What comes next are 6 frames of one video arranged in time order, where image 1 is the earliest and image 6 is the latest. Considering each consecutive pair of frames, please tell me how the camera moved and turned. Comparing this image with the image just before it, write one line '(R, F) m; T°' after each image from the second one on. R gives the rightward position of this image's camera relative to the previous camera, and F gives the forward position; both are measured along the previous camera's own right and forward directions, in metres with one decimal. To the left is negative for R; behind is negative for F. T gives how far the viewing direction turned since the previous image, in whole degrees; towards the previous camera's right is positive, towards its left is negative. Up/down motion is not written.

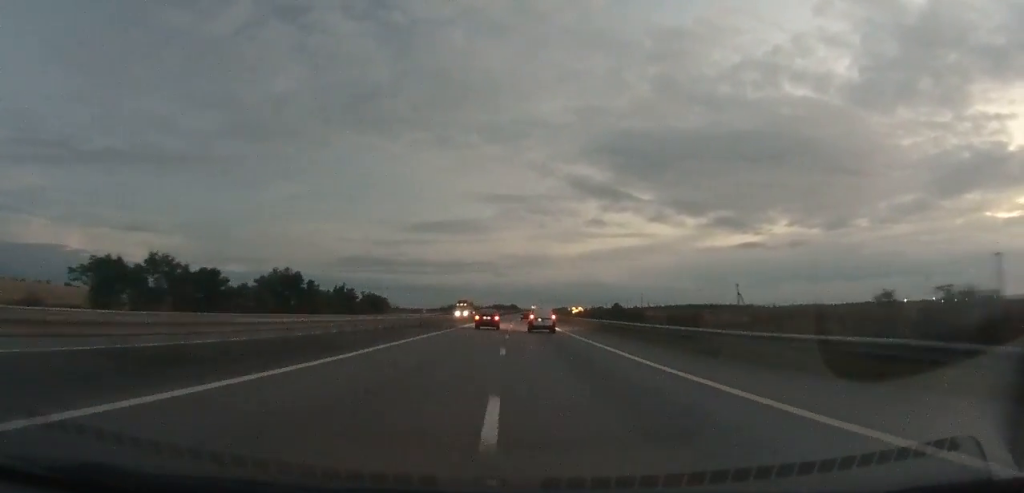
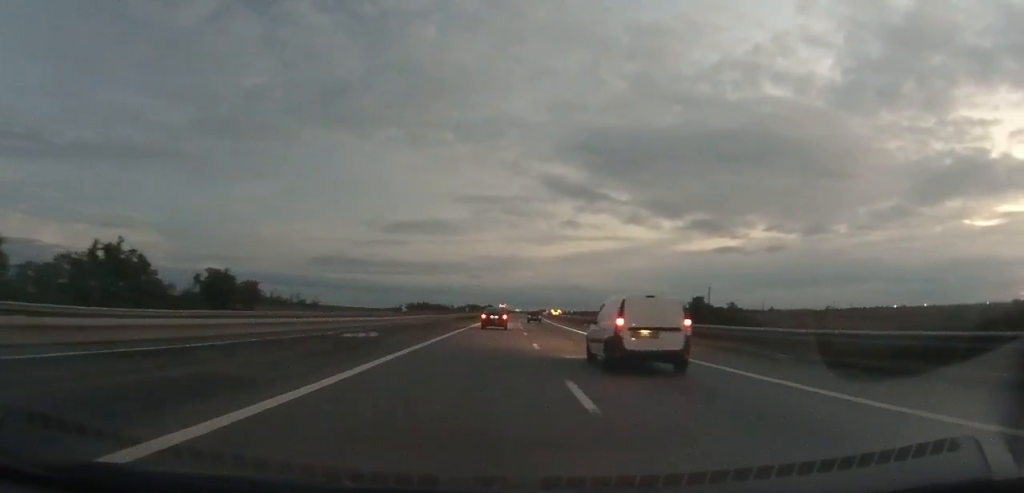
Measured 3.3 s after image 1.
(+1.2, +94.5) m; +2°
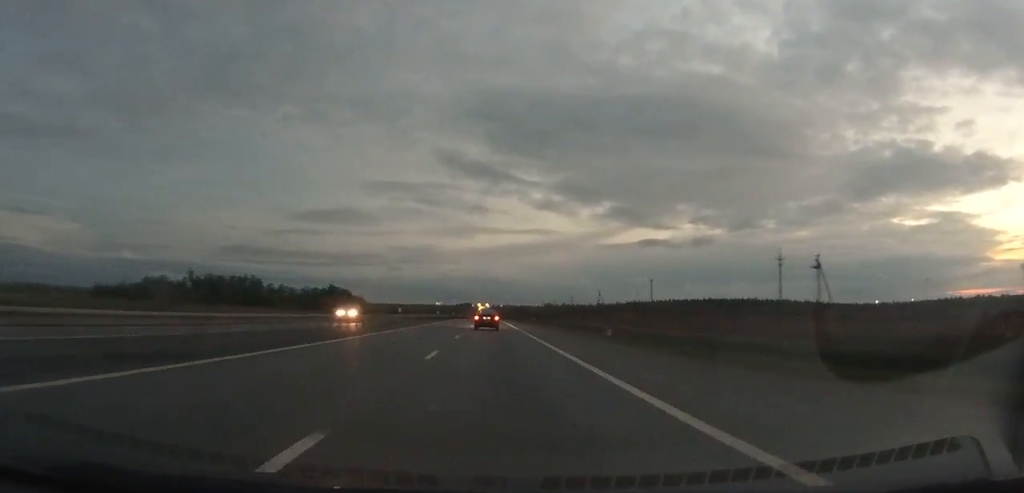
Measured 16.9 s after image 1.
(+29.4, +375.8) m; +8°
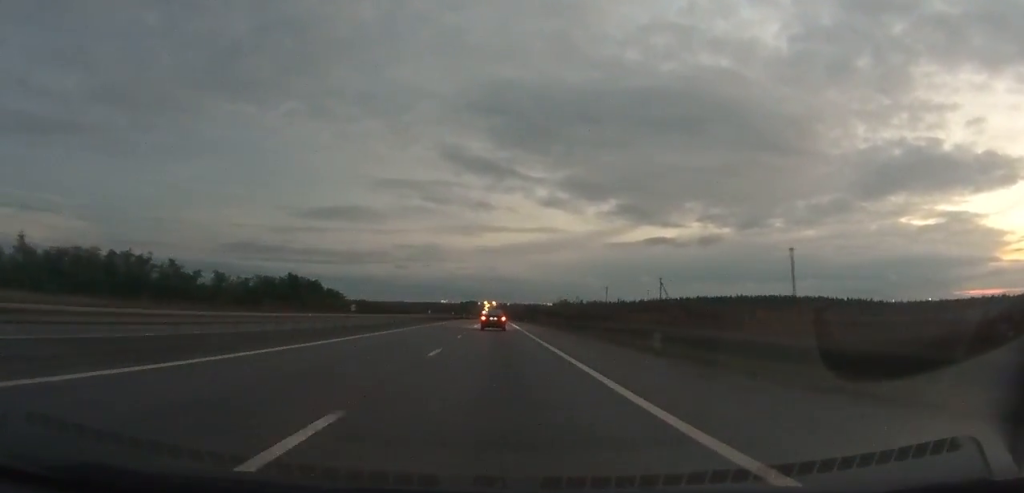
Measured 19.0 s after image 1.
(+0.4, +57.7) m; 0°
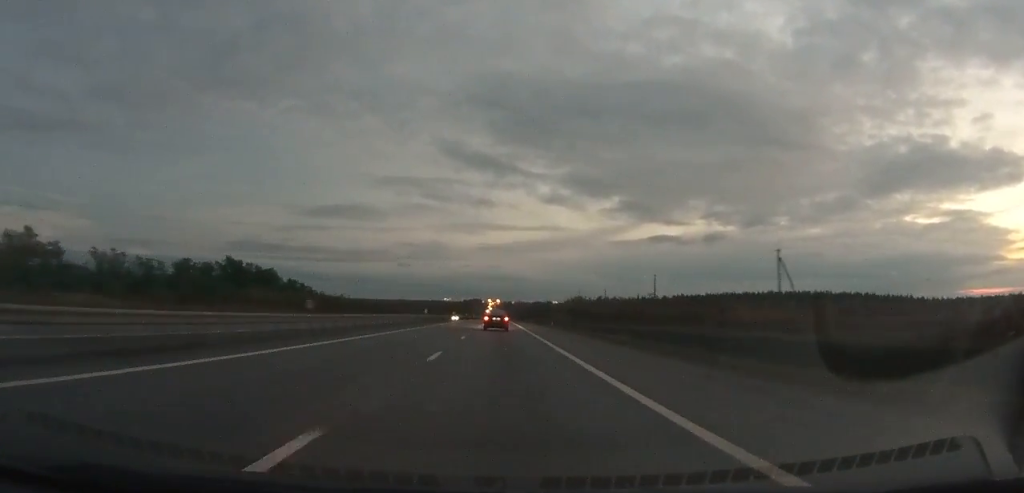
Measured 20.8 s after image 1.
(-0.3, +49.2) m; 0°
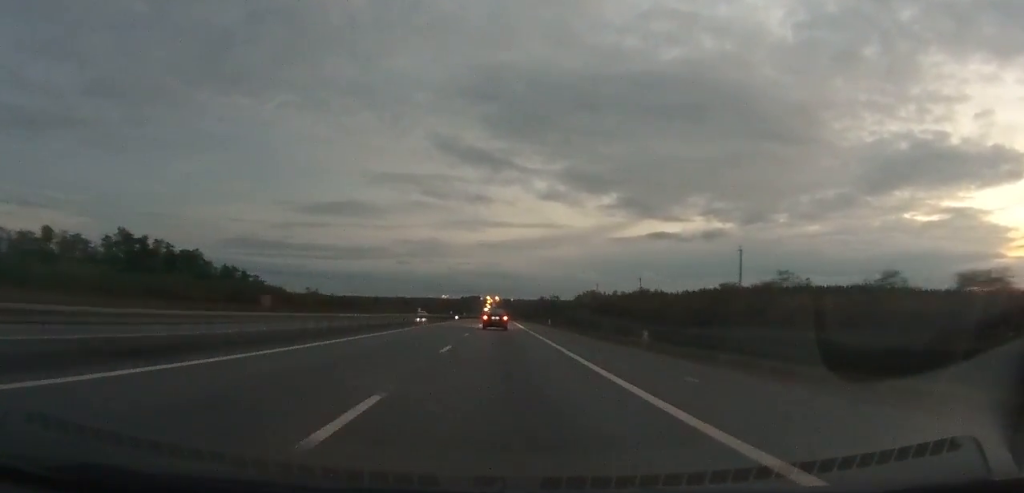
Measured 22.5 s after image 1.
(-0.1, +46.4) m; 0°
